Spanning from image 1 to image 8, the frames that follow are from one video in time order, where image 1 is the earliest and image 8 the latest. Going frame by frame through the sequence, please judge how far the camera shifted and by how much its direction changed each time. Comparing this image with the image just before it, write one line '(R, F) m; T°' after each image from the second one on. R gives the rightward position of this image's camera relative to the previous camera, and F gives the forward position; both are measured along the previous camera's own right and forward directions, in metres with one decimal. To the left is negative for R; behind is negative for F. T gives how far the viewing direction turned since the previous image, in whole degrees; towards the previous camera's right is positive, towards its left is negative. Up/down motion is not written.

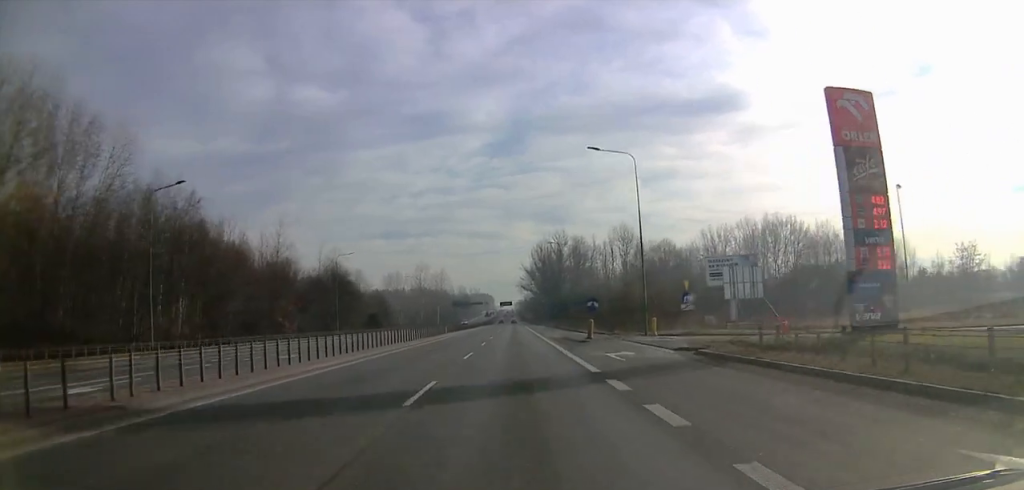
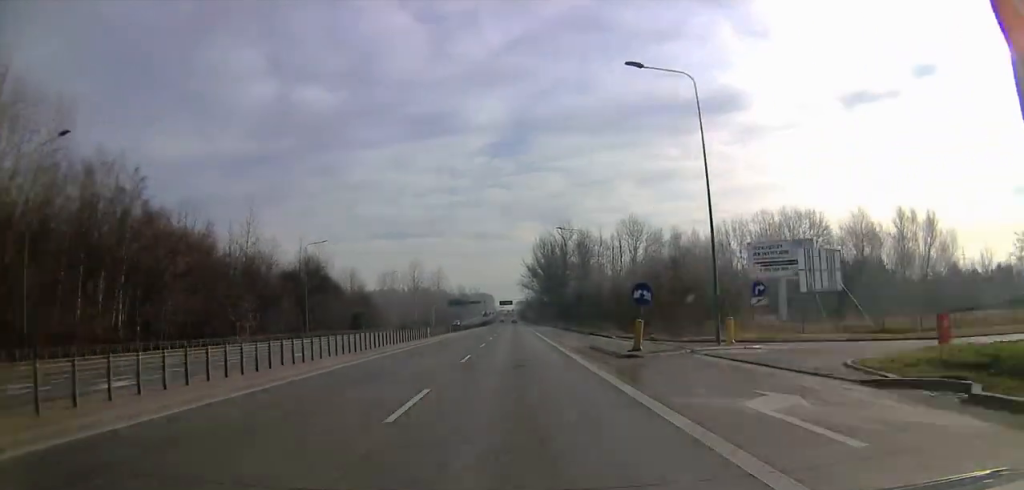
(+0.2, +13.6) m; +1°
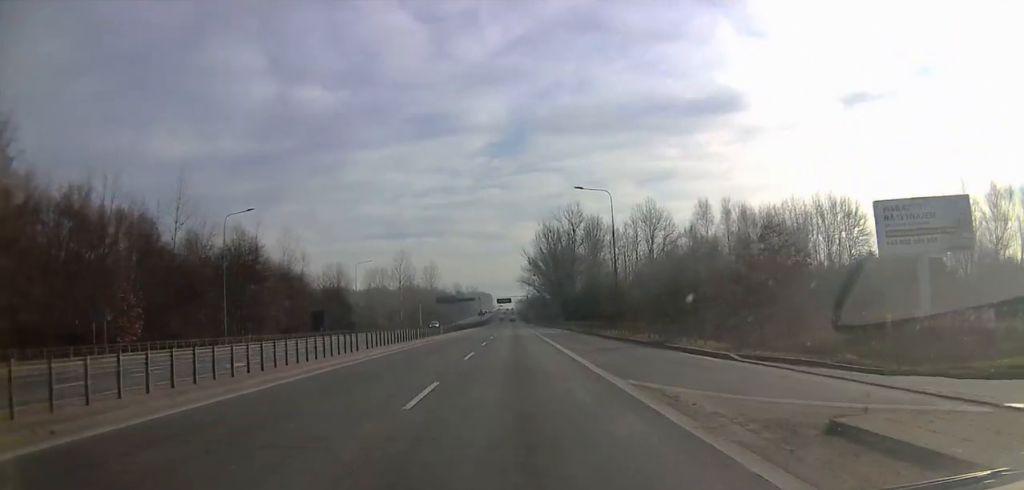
(+0.2, +22.4) m; 0°
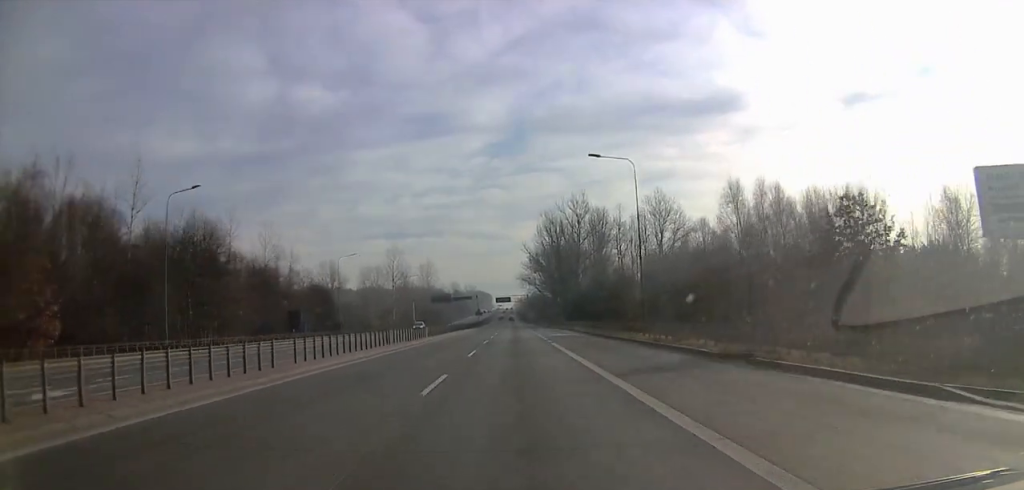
(-0.2, +10.0) m; 0°
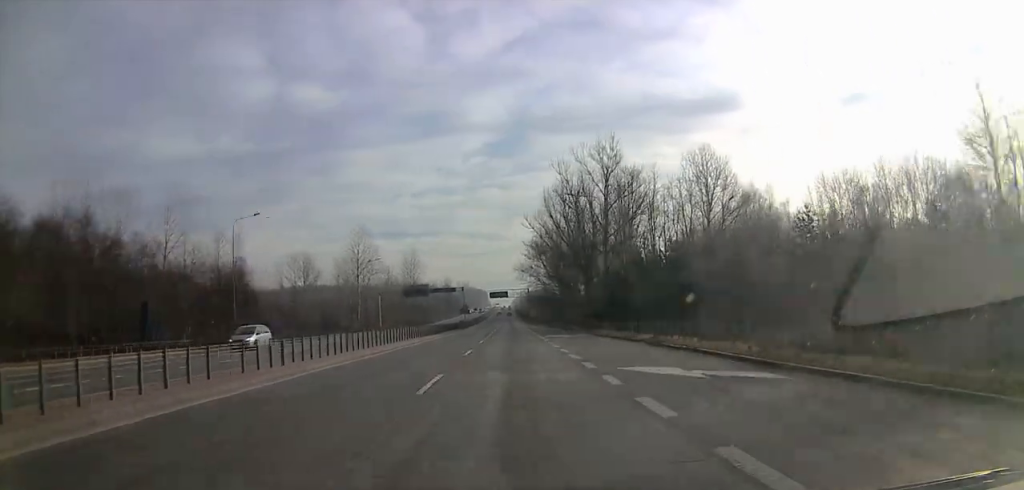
(-0.5, +35.4) m; -1°
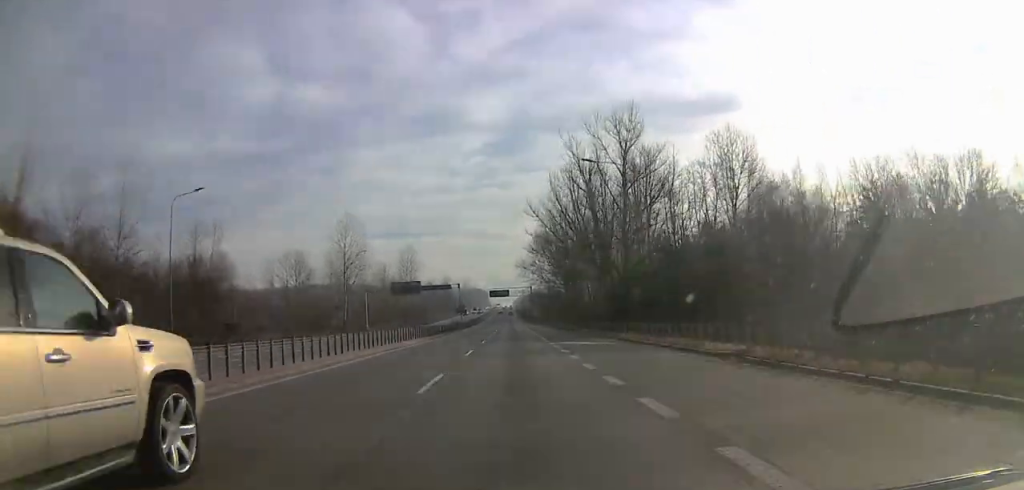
(0.0, +11.1) m; 0°
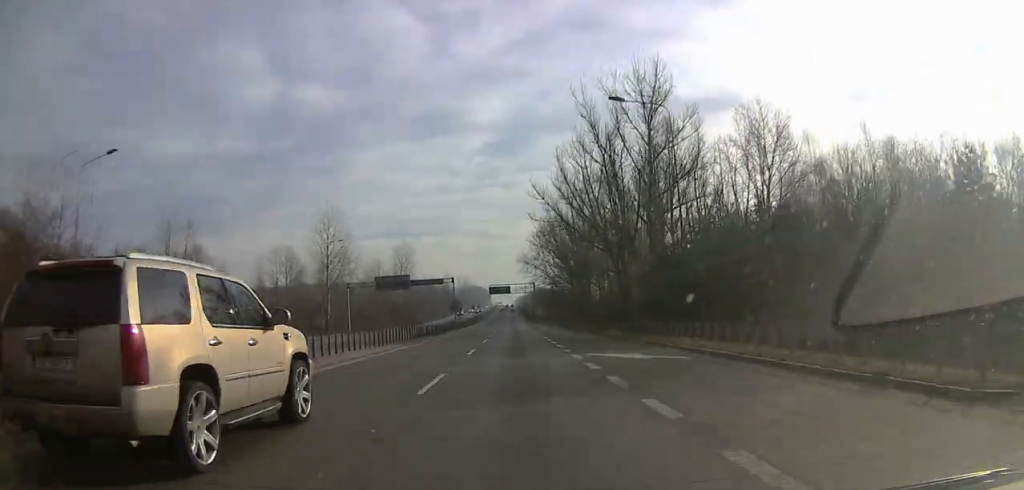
(+0.3, +11.8) m; 0°
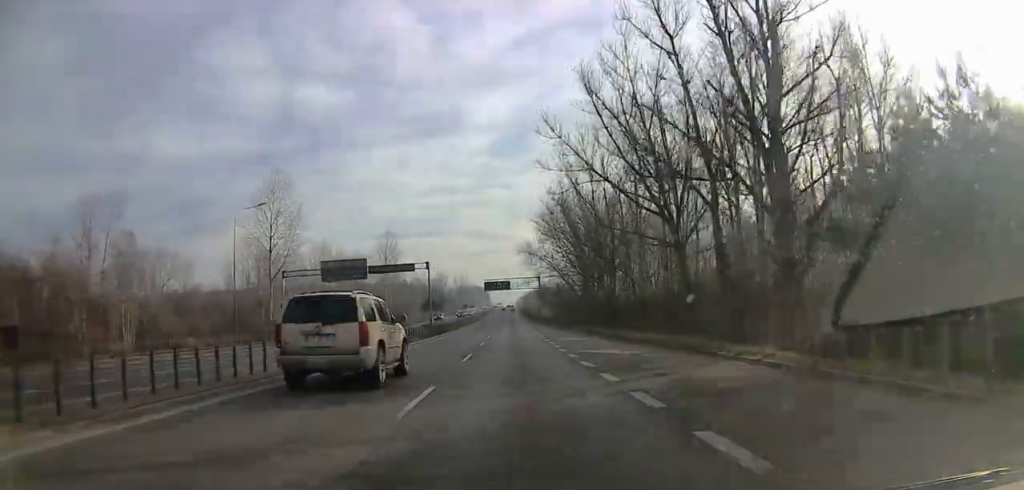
(-0.3, +26.1) m; -1°
